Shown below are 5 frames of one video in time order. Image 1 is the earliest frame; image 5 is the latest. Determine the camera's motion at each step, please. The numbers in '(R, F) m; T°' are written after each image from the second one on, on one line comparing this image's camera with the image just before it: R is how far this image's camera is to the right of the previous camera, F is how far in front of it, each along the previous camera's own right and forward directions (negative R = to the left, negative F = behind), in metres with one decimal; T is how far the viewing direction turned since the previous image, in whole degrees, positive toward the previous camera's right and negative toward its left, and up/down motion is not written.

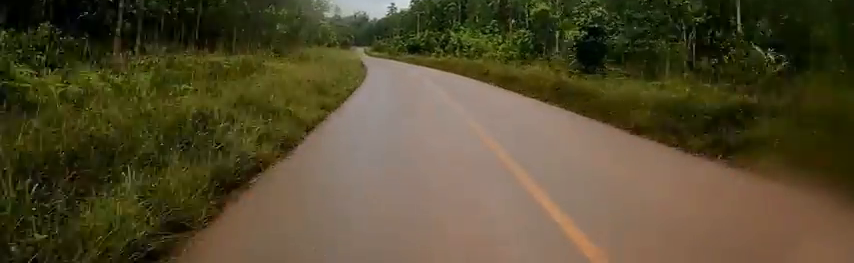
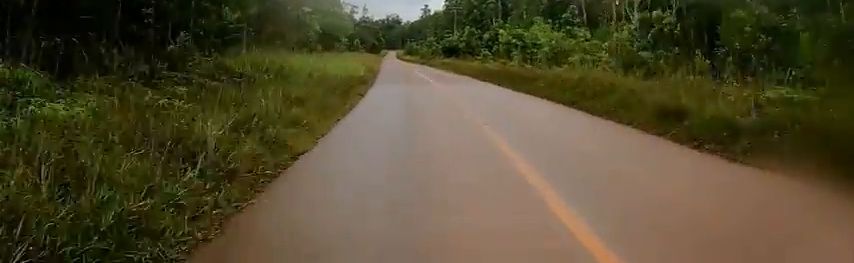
(0.0, +12.8) m; 0°
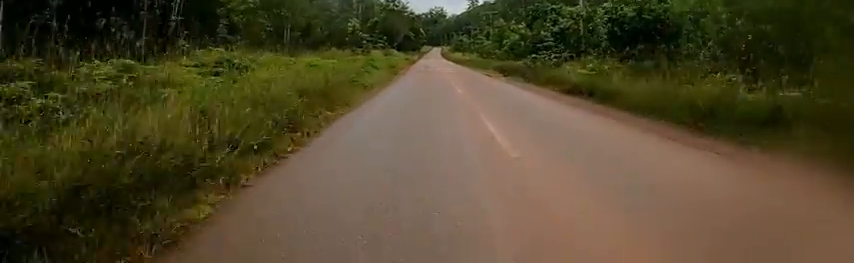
(-0.3, +39.6) m; -1°
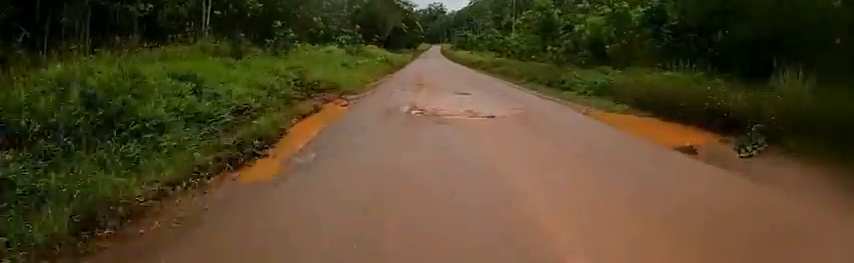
(-1.1, +22.7) m; -3°
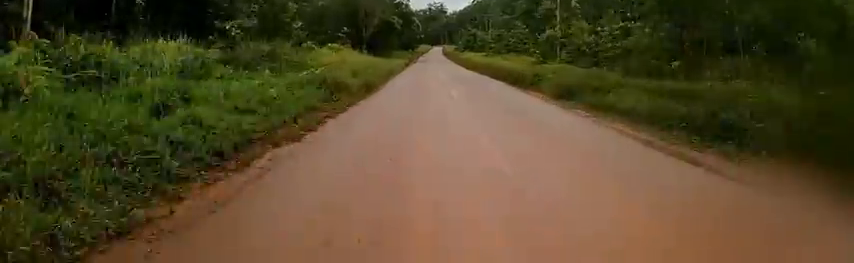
(0.0, +19.9) m; 0°
